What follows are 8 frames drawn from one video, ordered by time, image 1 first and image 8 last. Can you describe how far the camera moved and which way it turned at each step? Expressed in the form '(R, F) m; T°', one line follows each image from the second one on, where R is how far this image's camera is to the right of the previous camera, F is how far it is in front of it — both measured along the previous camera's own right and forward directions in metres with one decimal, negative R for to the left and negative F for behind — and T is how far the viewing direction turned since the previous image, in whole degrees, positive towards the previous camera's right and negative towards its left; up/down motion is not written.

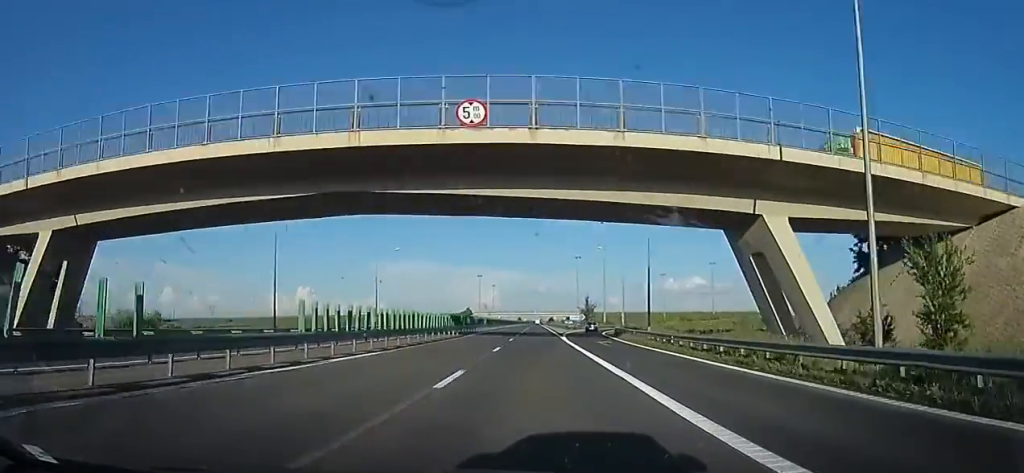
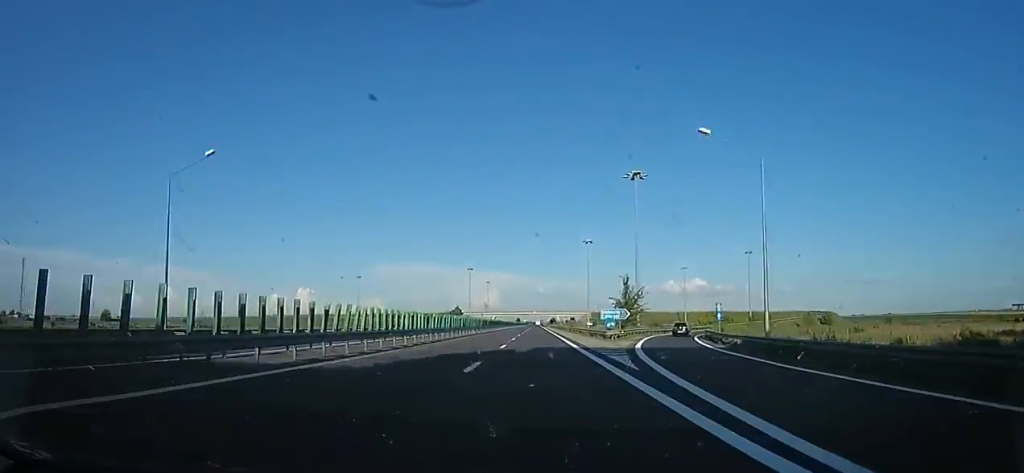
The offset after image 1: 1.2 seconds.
(-1.1, +44.8) m; 0°
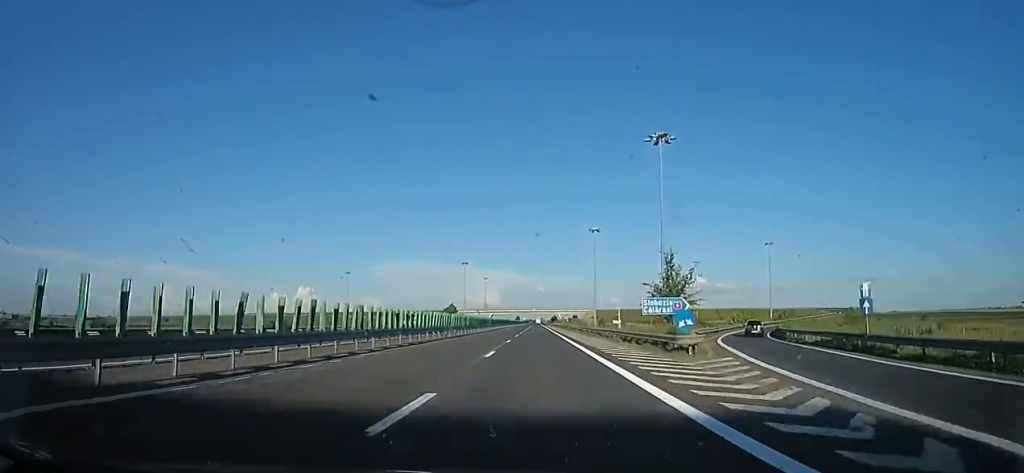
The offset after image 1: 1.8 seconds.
(+0.8, +19.1) m; 0°
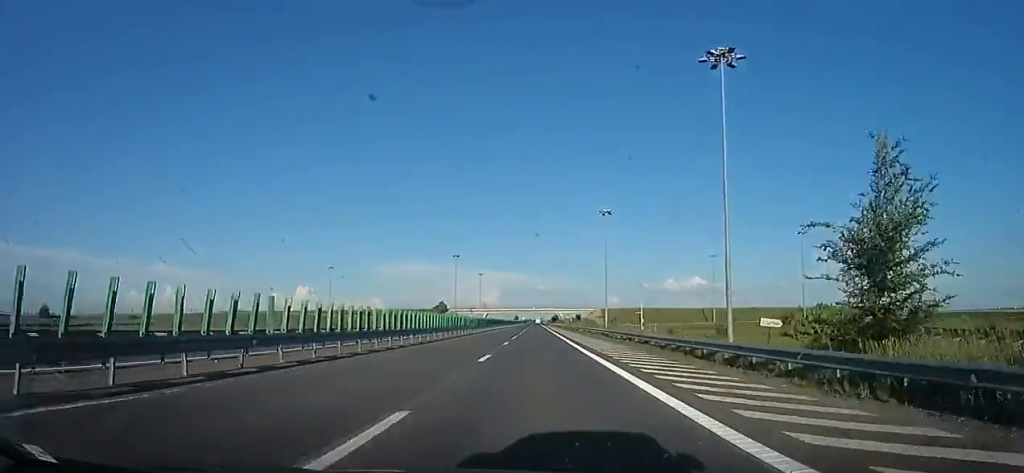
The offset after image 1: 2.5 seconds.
(+0.1, +25.6) m; 0°
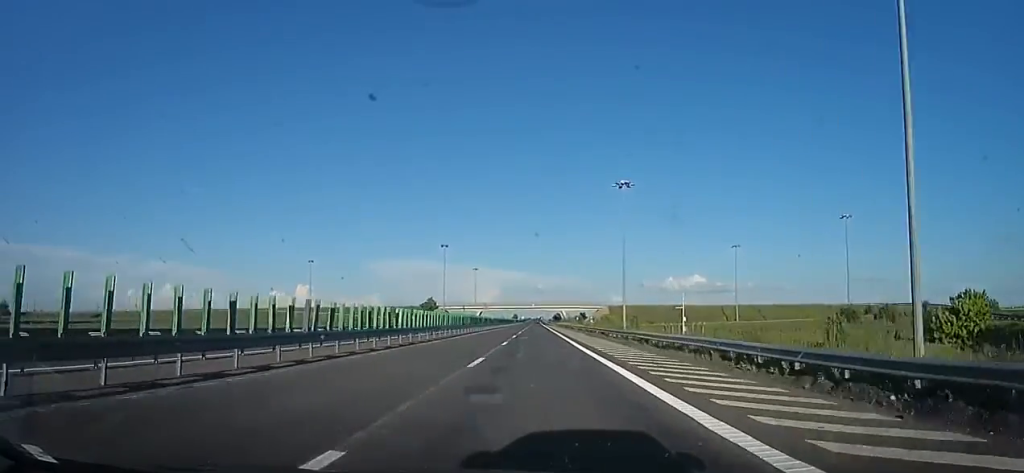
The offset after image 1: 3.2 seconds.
(-0.9, +26.2) m; 0°
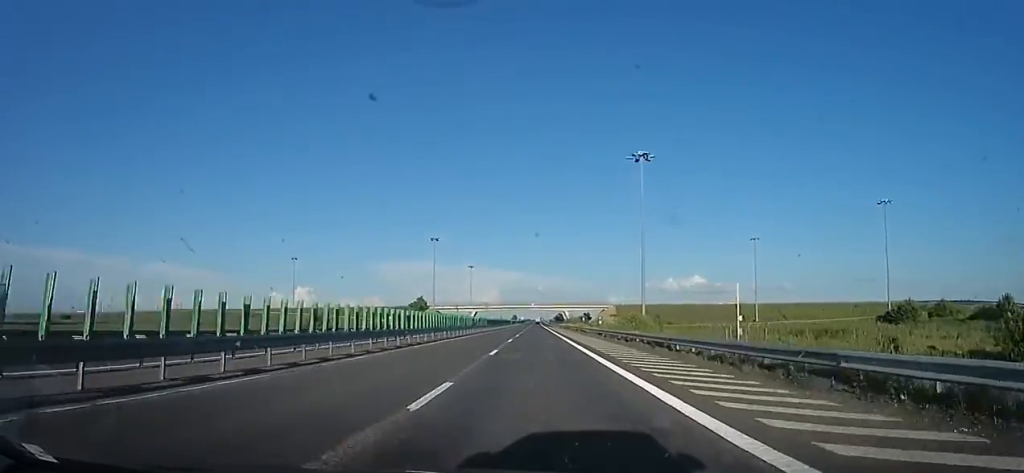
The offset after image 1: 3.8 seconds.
(+0.9, +18.4) m; 0°
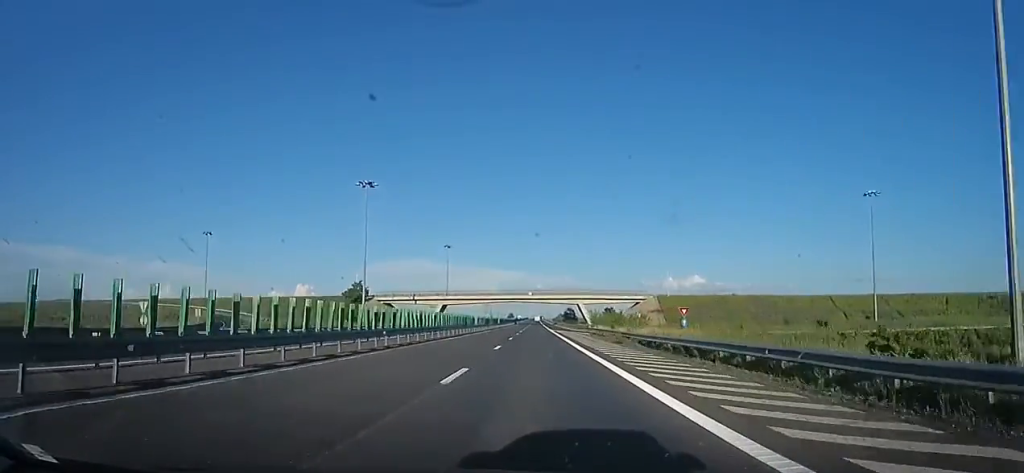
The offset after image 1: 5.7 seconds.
(-0.3, +69.0) m; 0°
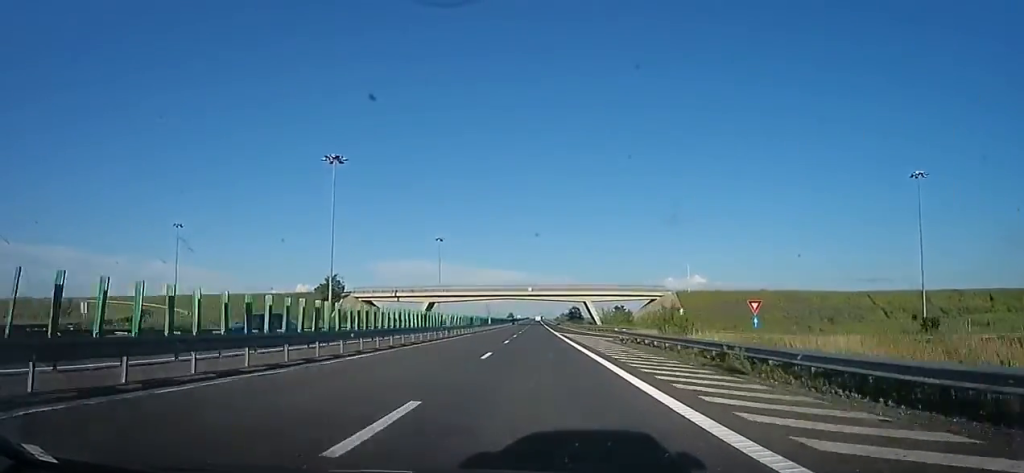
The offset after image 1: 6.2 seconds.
(+0.7, +17.3) m; 0°
